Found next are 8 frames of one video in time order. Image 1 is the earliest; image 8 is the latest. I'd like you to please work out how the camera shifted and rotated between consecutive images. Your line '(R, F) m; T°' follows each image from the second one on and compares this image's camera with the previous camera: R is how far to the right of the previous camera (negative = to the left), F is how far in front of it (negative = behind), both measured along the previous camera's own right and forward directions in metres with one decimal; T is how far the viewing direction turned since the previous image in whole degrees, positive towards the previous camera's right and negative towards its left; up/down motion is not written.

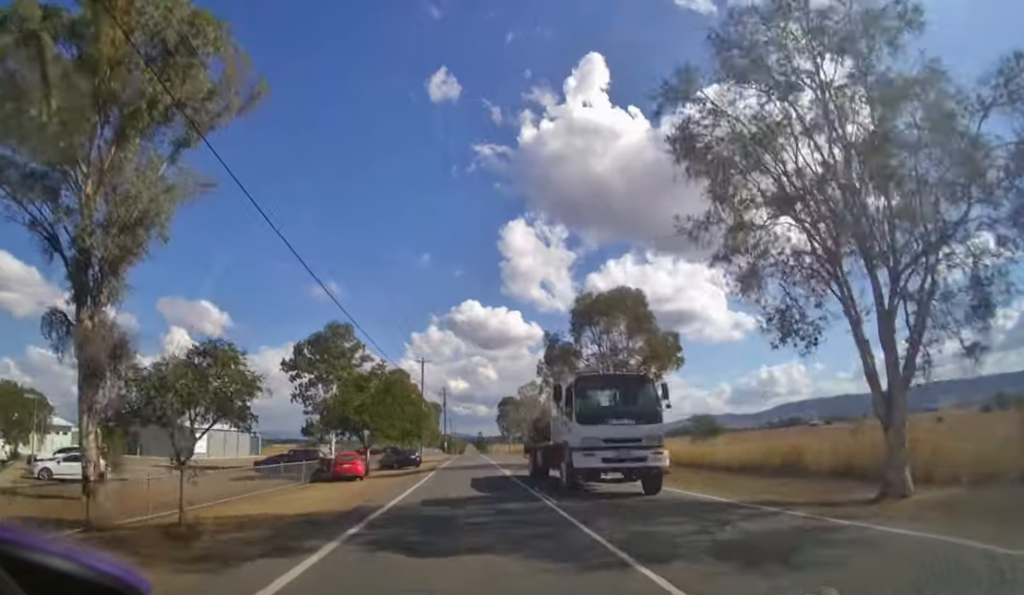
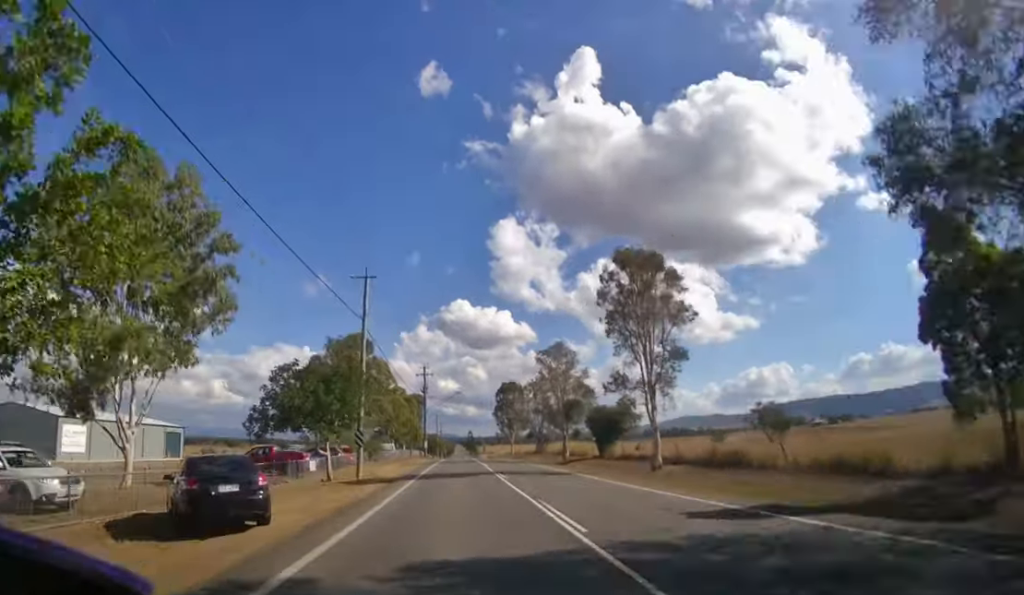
(+0.1, +31.0) m; 0°
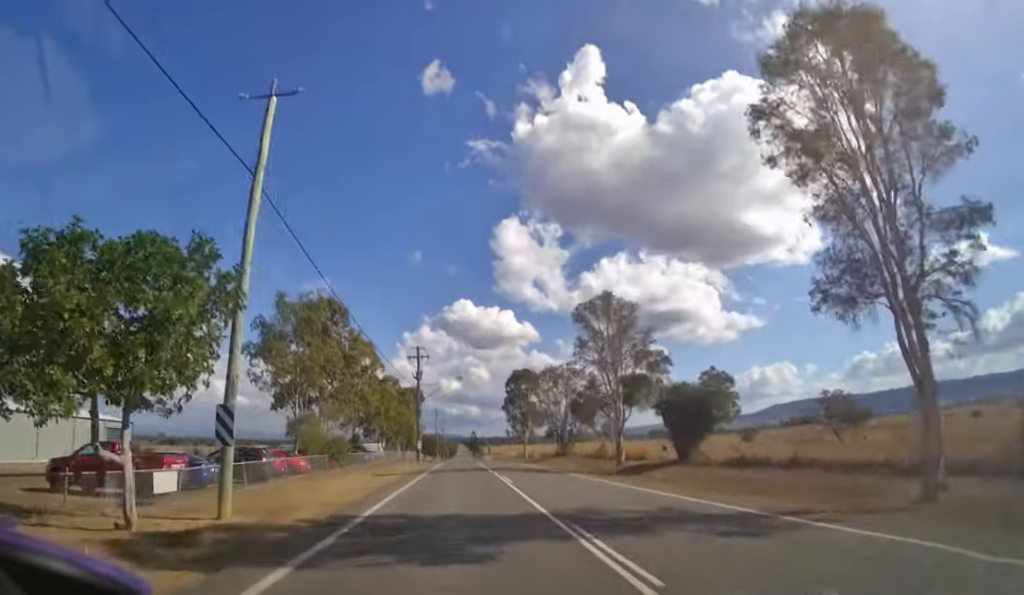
(0.0, +15.1) m; 0°
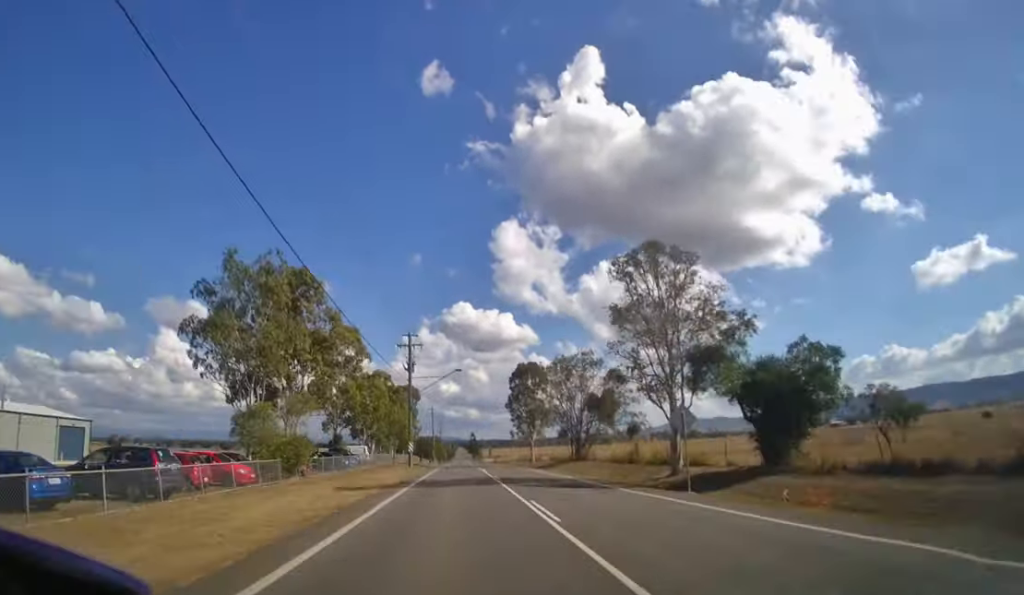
(0.0, +8.4) m; 0°
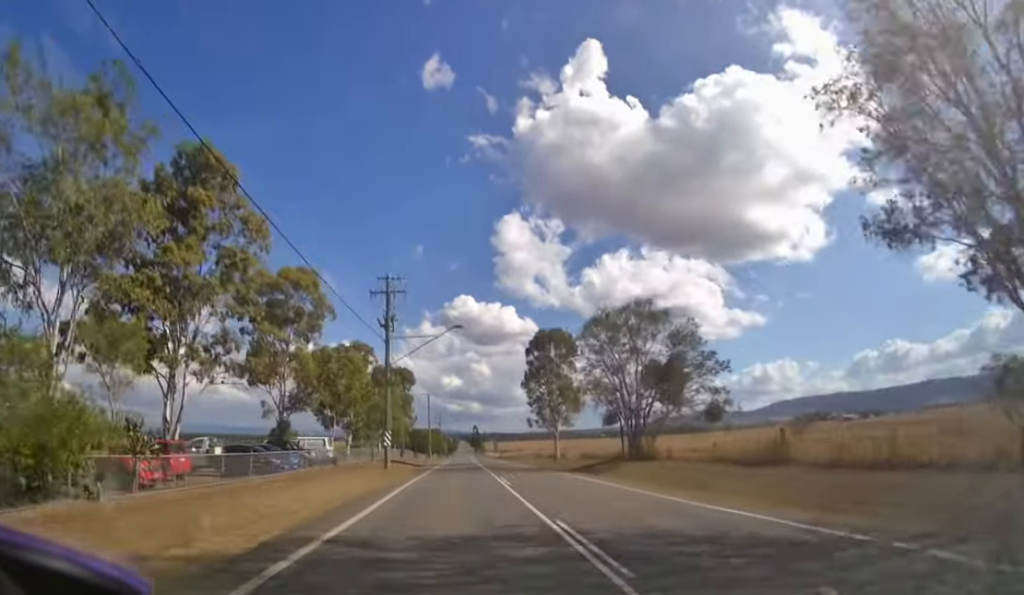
(0.0, +14.7) m; 0°
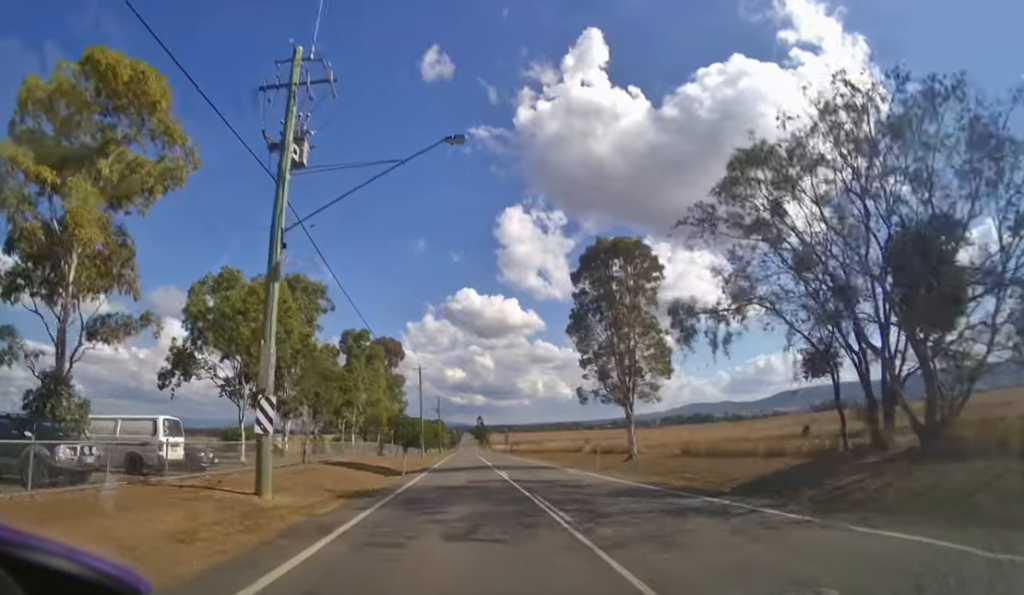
(0.0, +18.2) m; 0°
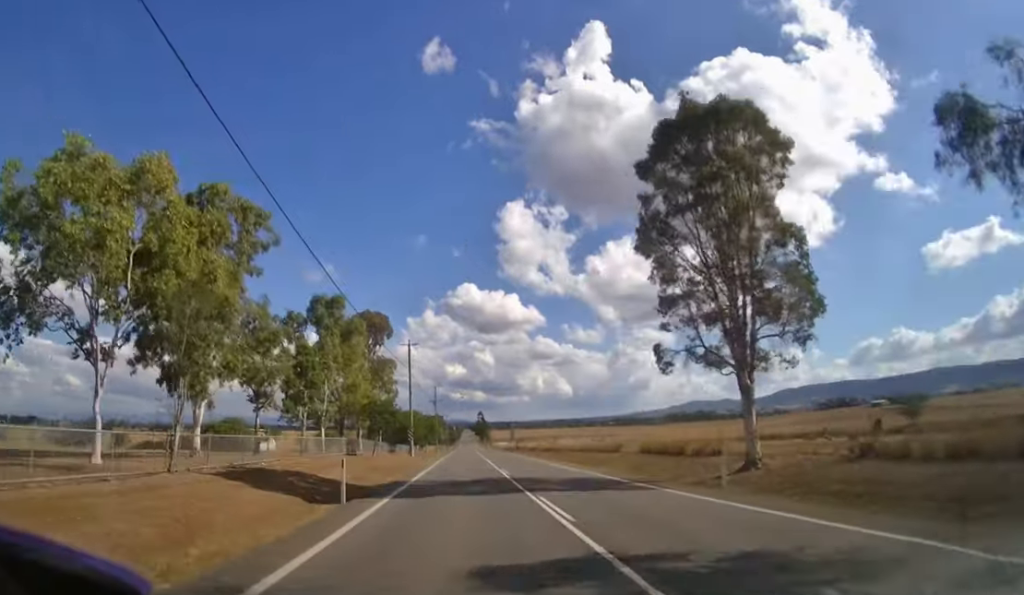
(0.0, +10.4) m; 0°
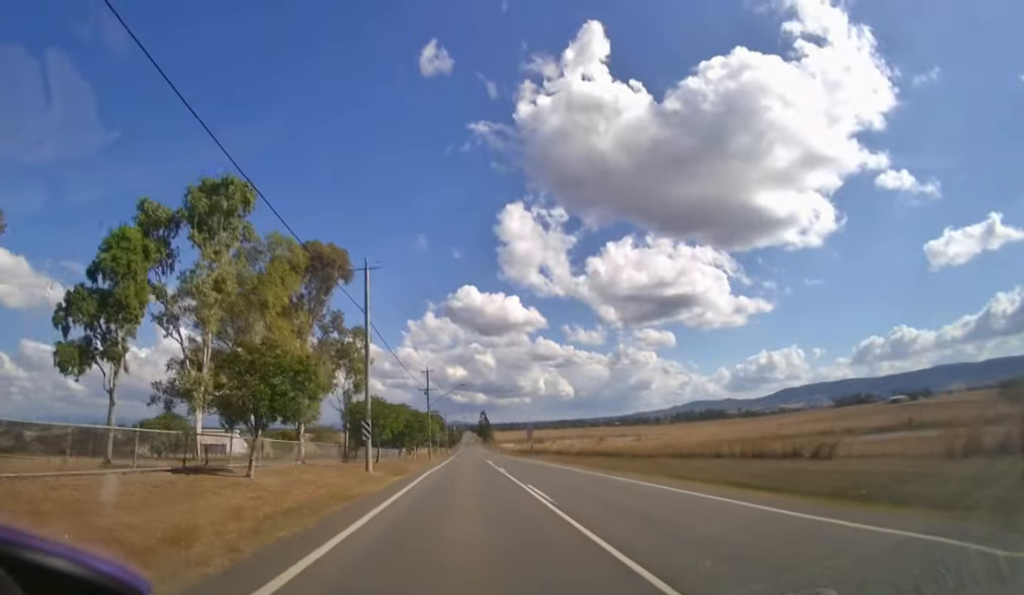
(0.0, +19.0) m; 0°
